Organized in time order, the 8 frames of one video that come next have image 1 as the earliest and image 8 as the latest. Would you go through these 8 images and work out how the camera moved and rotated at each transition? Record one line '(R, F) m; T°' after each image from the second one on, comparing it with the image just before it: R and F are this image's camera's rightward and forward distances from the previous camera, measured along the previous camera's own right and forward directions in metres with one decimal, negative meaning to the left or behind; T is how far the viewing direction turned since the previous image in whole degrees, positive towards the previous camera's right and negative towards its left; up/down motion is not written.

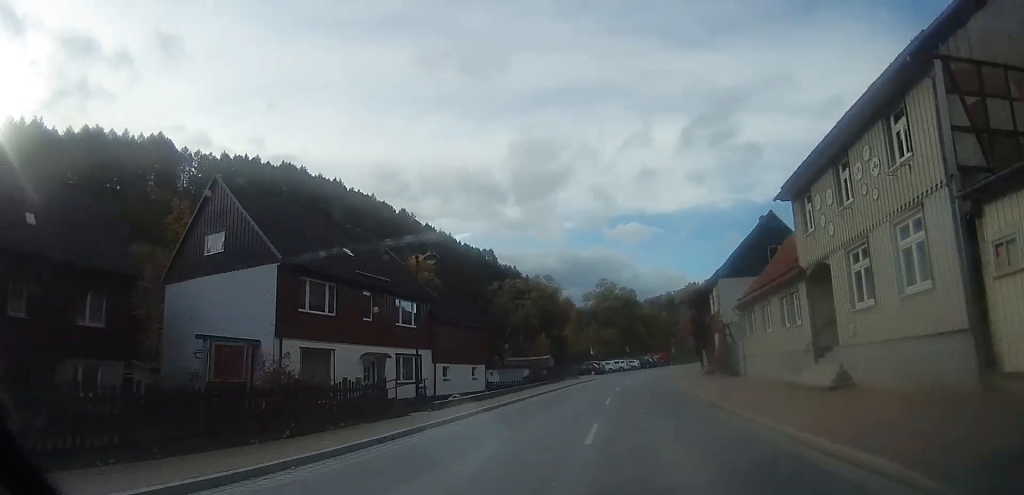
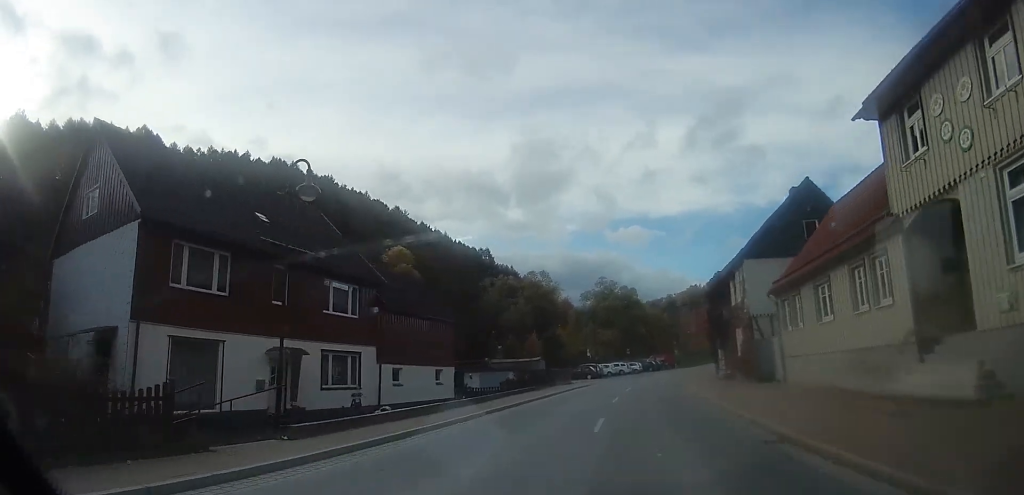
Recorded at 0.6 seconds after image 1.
(-0.1, +7.0) m; -1°
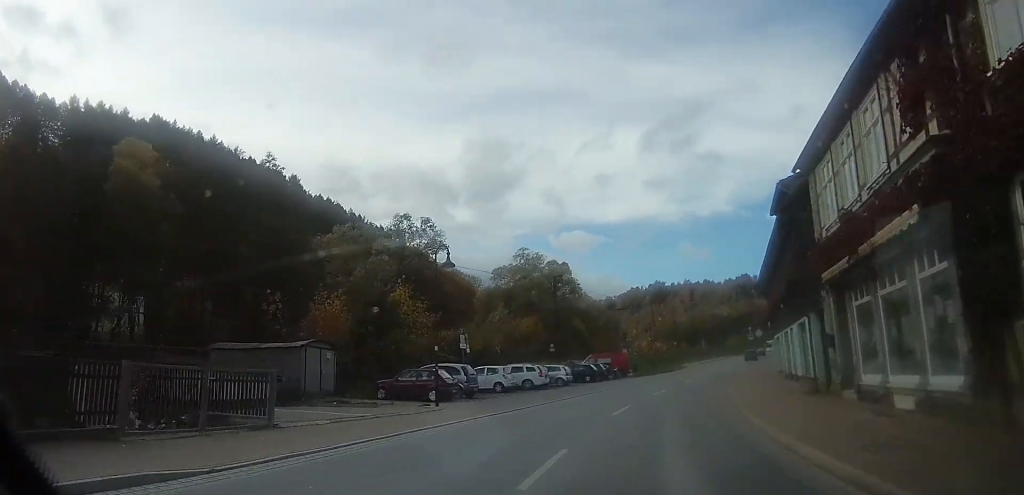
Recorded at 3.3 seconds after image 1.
(+2.5, +32.4) m; +12°
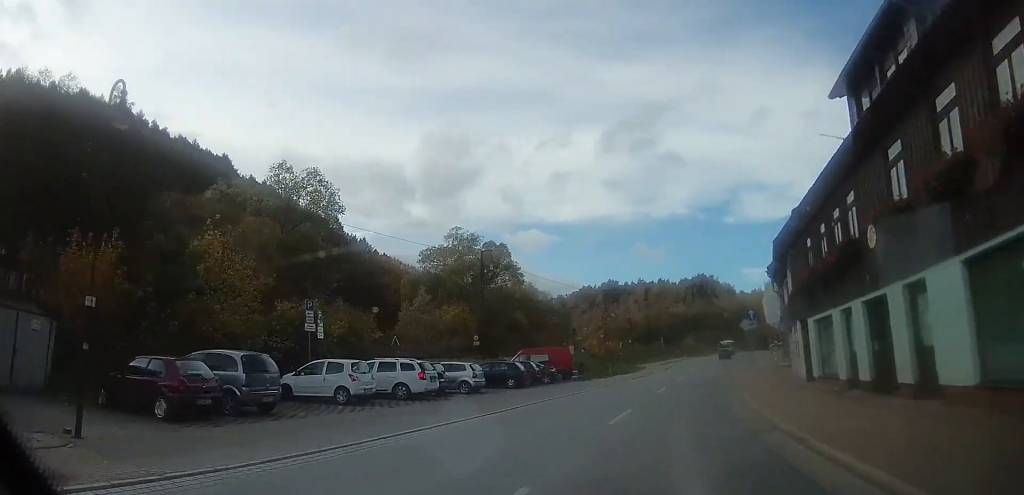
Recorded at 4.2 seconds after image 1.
(+0.2, +12.2) m; +1°
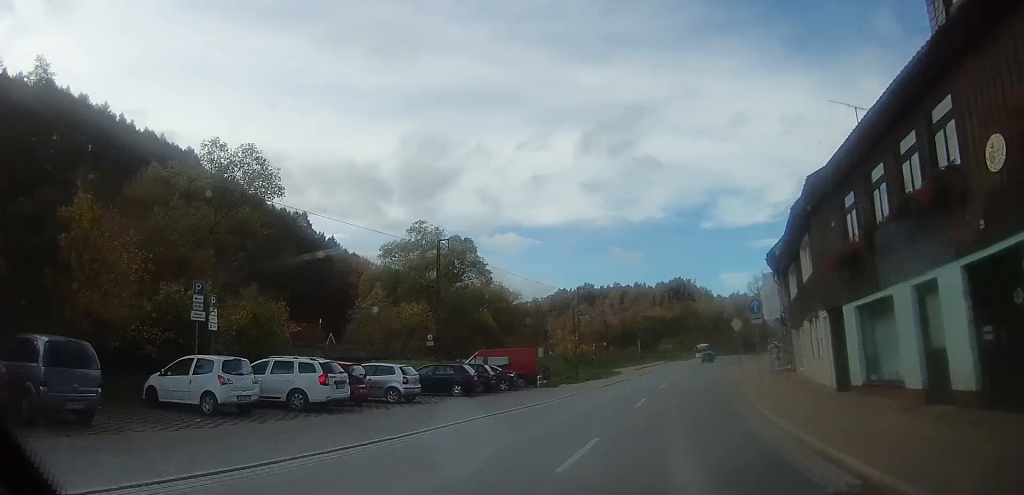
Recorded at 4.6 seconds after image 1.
(0.0, +5.1) m; 0°
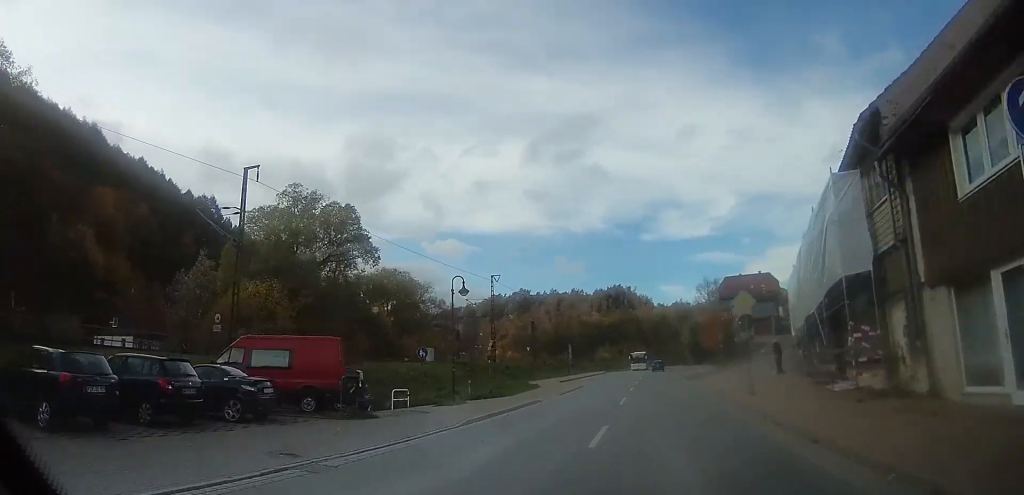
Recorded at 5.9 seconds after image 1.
(+0.4, +16.3) m; +6°
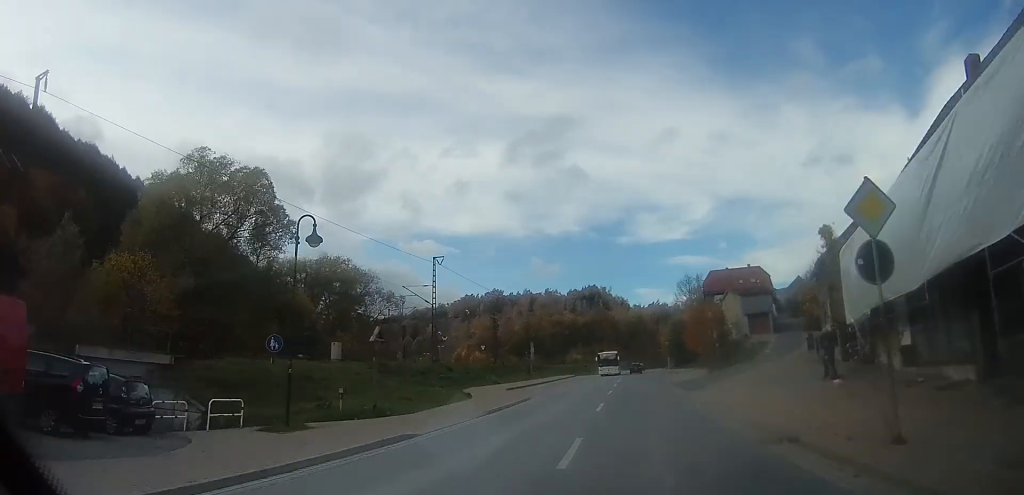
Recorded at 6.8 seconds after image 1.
(+0.6, +10.6) m; +5°
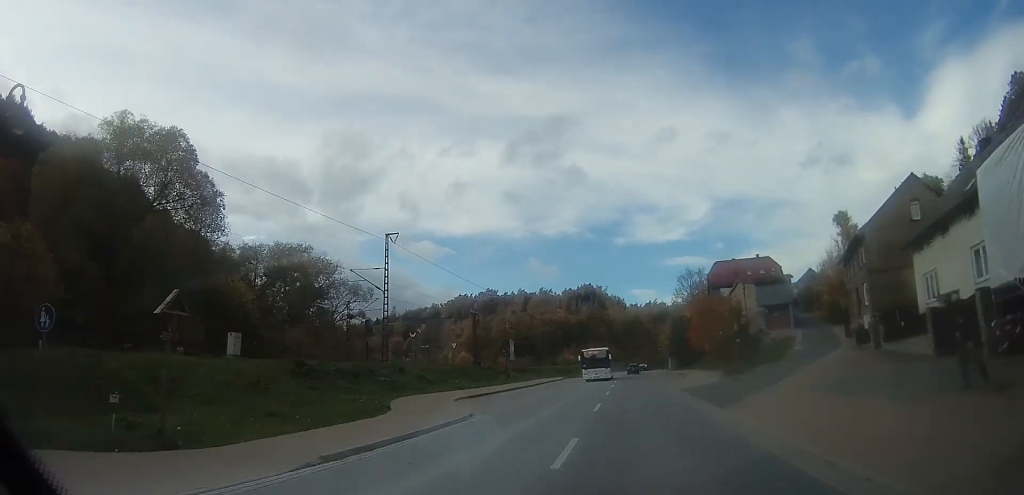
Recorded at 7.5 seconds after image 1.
(+0.6, +8.9) m; +2°
